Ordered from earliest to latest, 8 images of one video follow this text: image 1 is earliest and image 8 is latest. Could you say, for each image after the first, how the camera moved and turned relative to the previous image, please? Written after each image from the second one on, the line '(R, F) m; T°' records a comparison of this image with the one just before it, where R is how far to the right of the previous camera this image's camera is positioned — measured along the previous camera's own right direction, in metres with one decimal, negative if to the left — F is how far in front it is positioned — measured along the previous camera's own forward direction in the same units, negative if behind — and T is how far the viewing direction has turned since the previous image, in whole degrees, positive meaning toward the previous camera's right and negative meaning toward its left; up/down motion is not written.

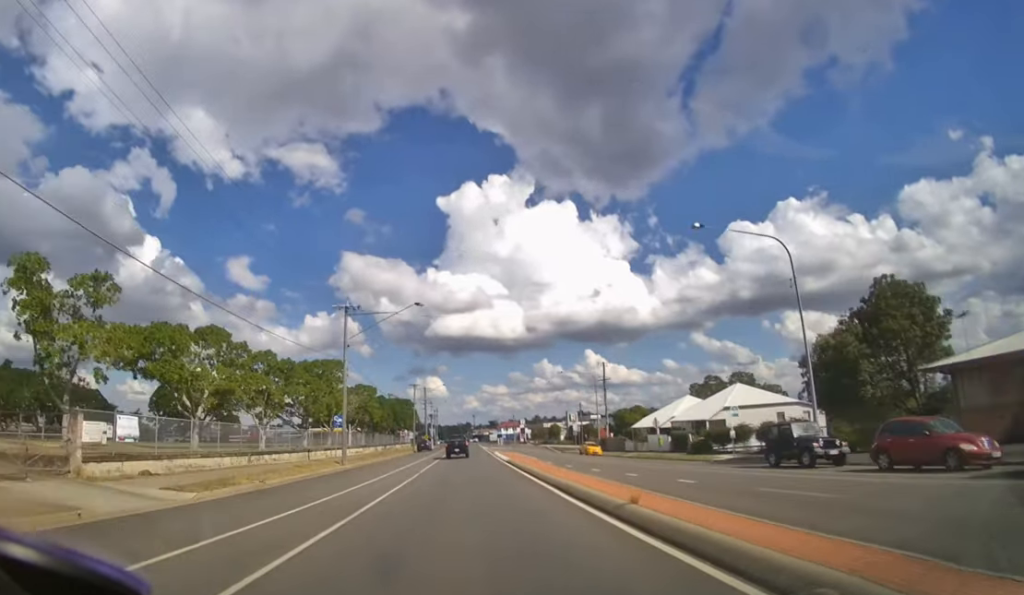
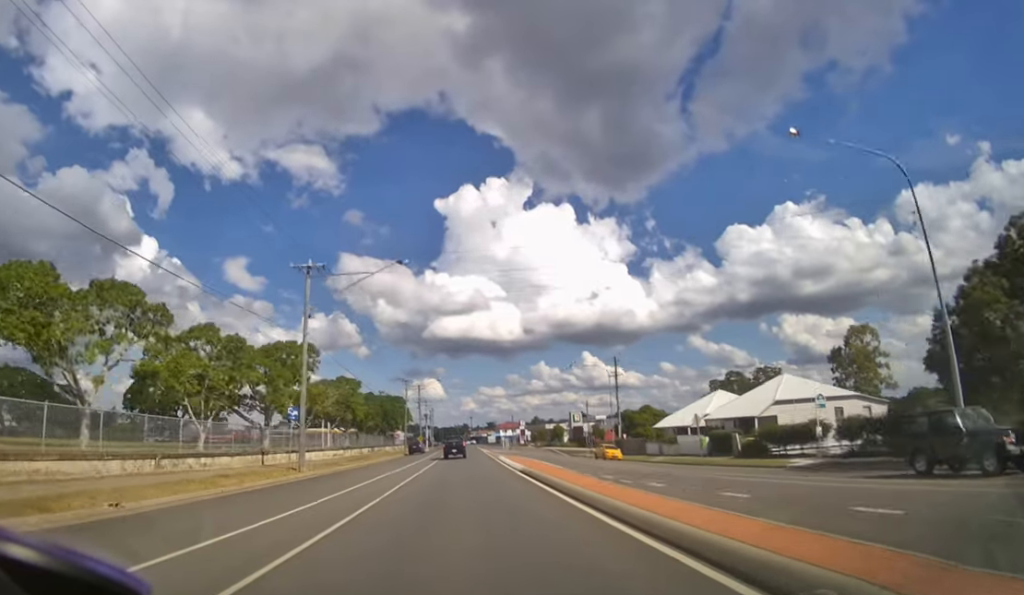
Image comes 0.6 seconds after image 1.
(0.0, +9.2) m; 0°
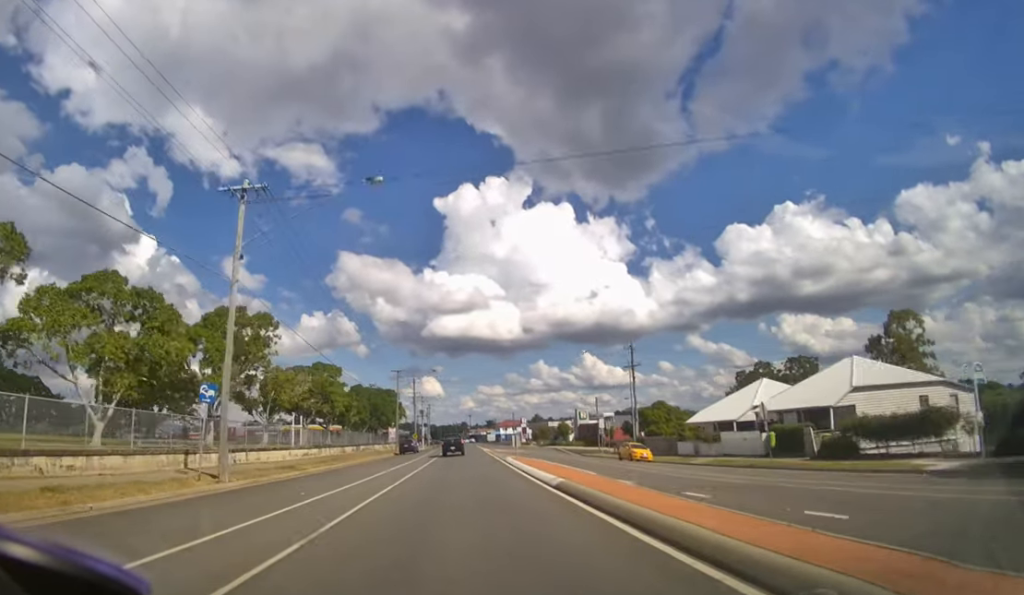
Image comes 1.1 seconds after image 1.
(0.0, +9.0) m; 0°
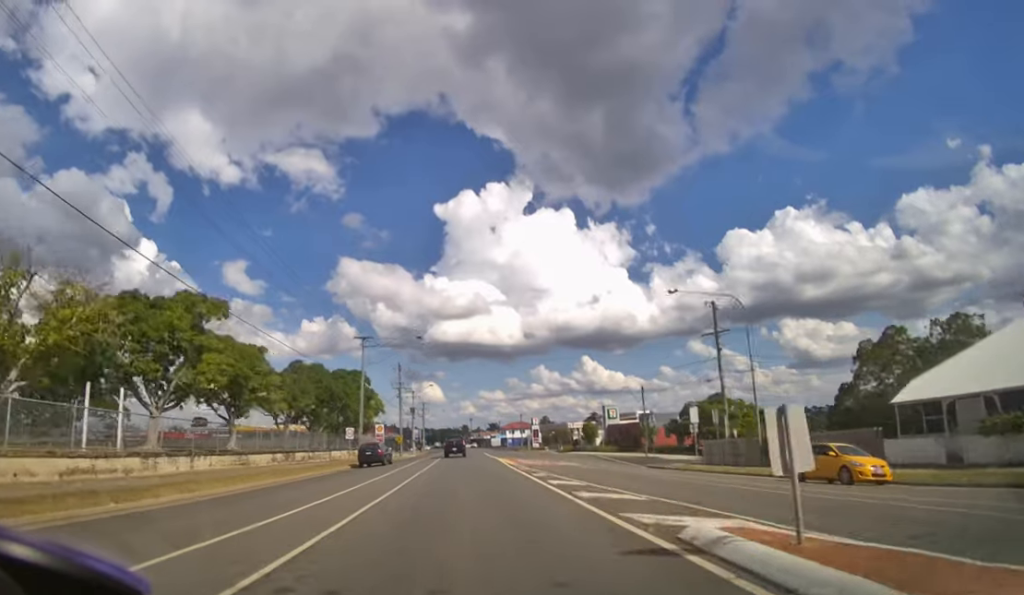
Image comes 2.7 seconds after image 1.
(-0.1, +23.9) m; 0°
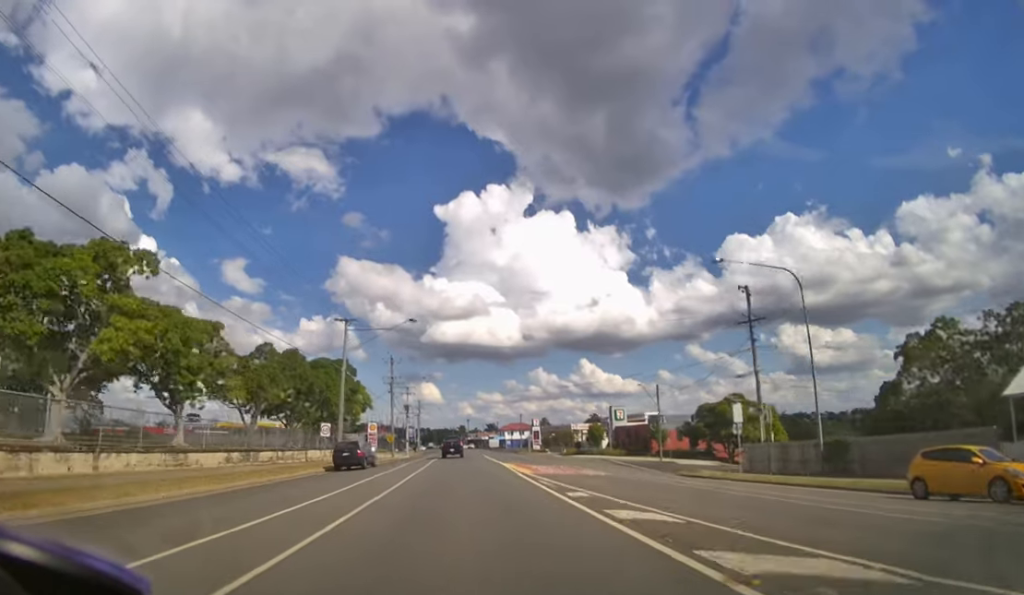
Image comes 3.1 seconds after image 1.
(0.0, +6.6) m; 0°
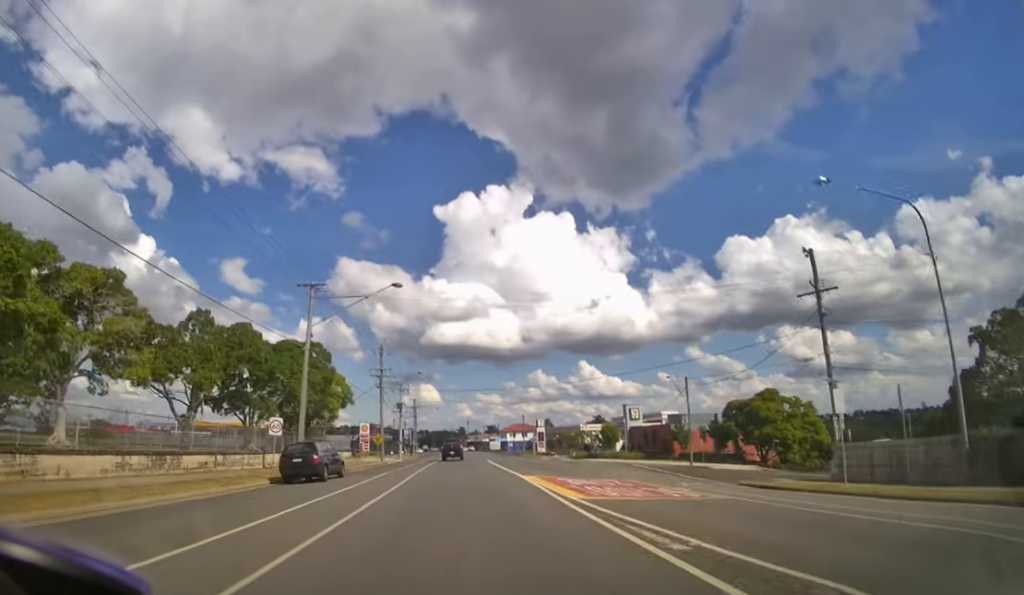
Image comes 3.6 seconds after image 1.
(0.0, +8.1) m; 0°
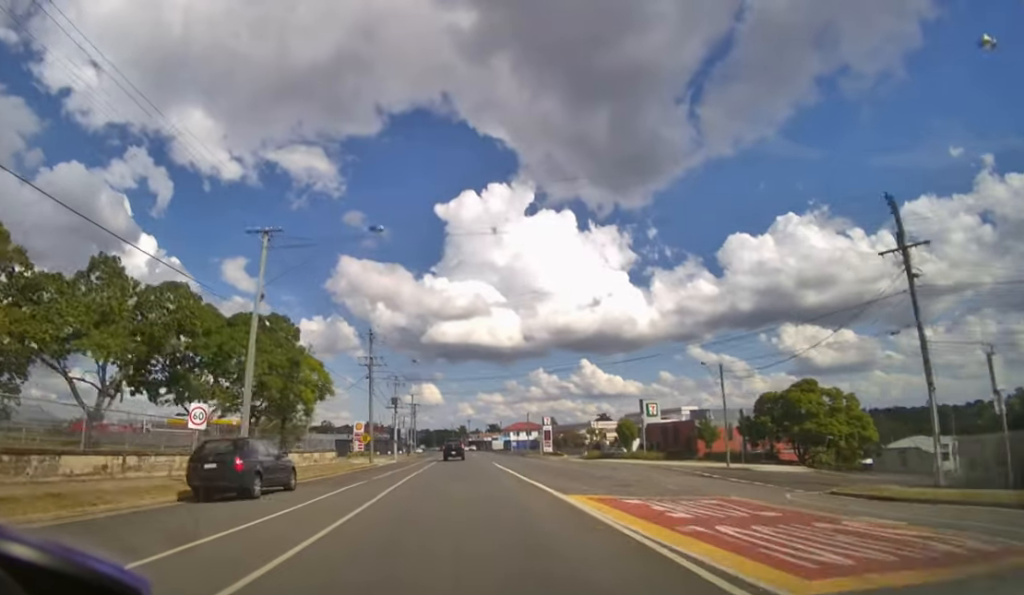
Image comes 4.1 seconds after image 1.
(0.0, +7.5) m; 0°
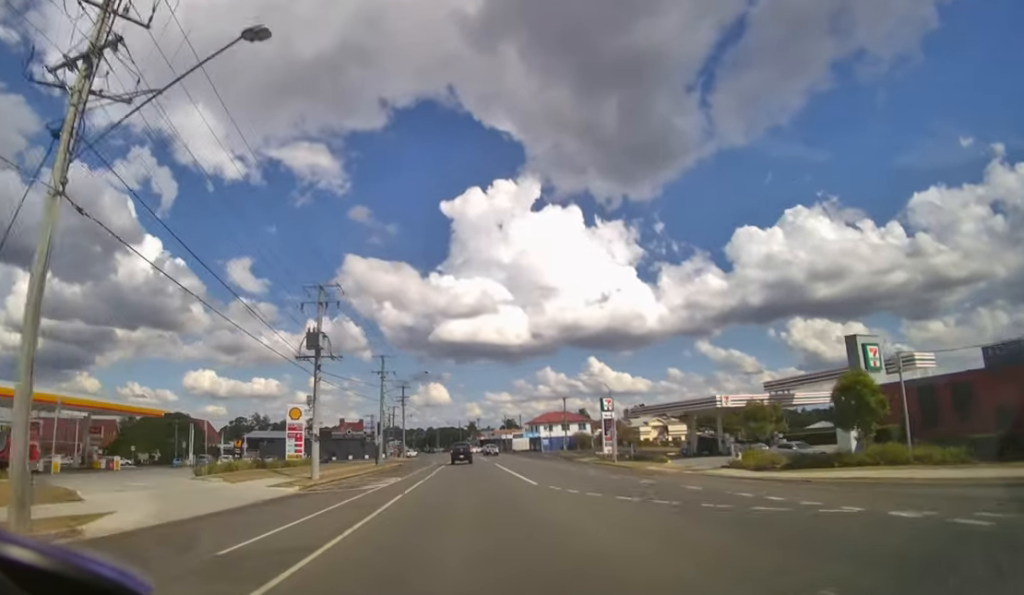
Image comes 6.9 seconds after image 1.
(-0.4, +39.0) m; -1°
